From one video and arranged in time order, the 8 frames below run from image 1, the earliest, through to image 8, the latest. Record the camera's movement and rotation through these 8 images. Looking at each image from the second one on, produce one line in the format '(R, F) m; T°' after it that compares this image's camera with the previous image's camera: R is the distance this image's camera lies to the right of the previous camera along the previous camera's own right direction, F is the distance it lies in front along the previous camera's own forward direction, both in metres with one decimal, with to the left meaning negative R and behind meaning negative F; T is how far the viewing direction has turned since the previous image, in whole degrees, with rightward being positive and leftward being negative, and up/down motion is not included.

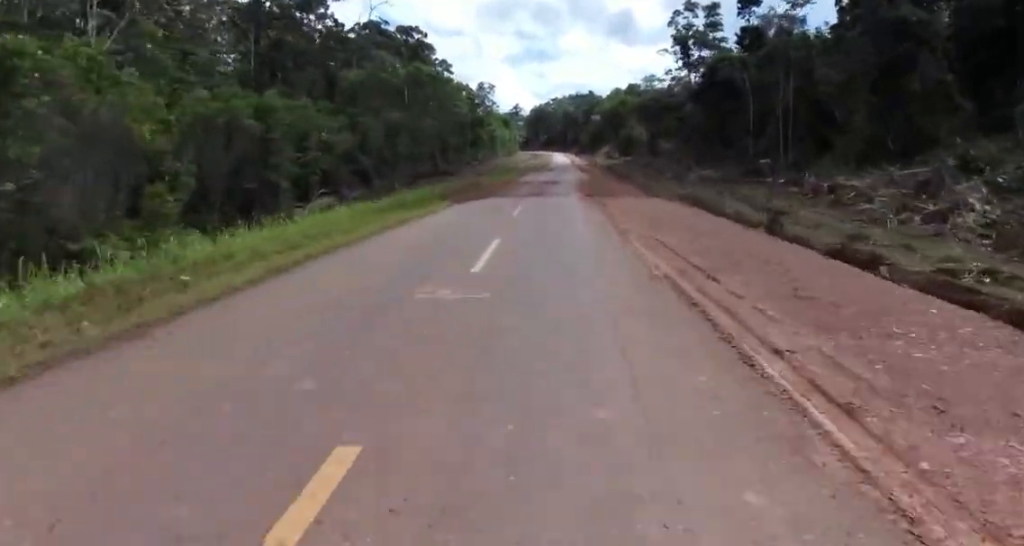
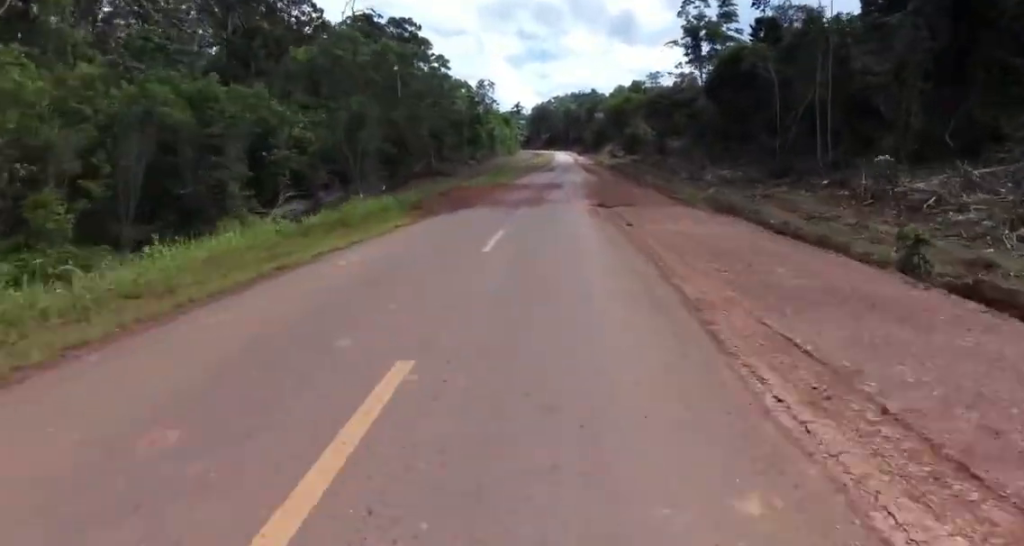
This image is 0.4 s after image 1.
(+0.5, +6.1) m; +1°
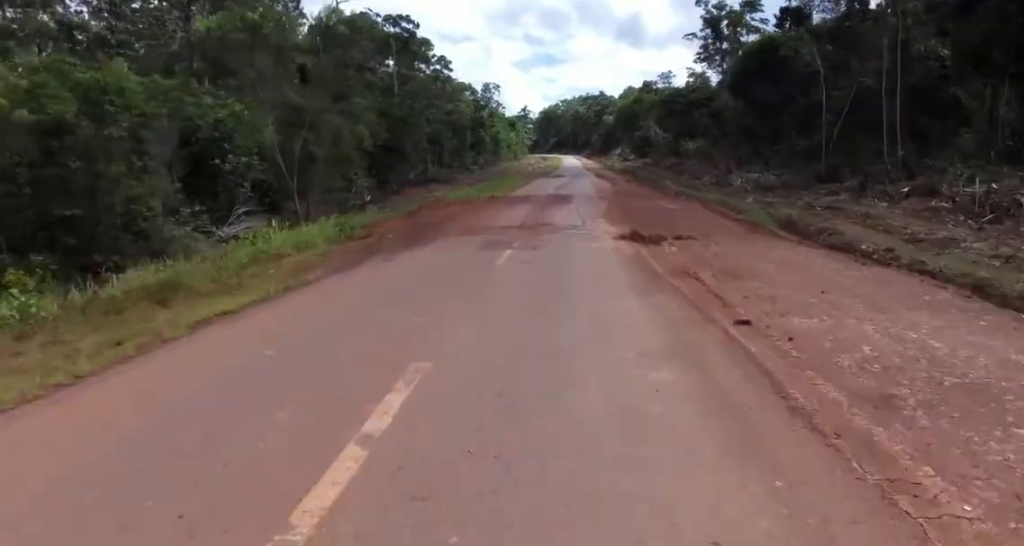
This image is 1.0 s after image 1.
(+0.4, +7.7) m; +1°
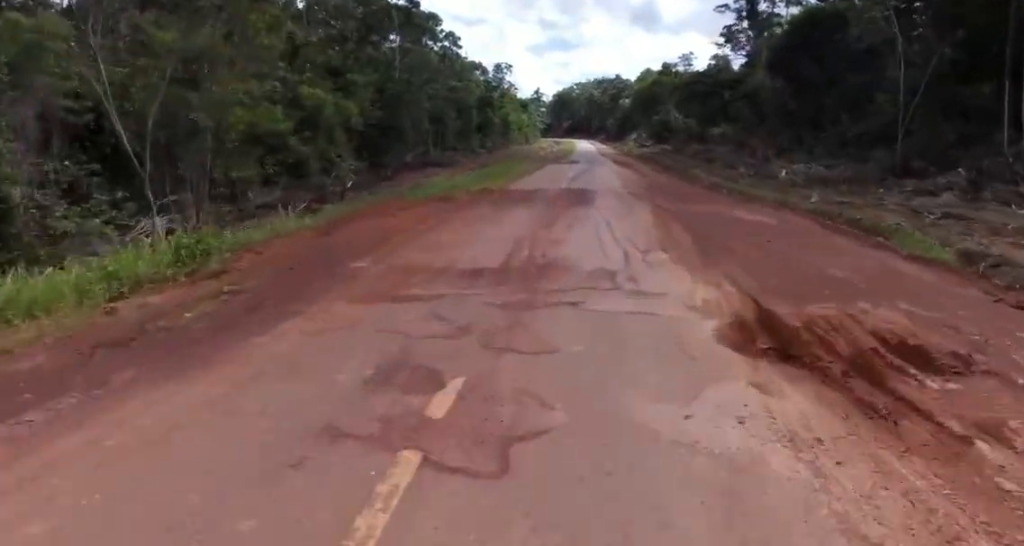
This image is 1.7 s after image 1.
(-0.6, +7.9) m; +2°
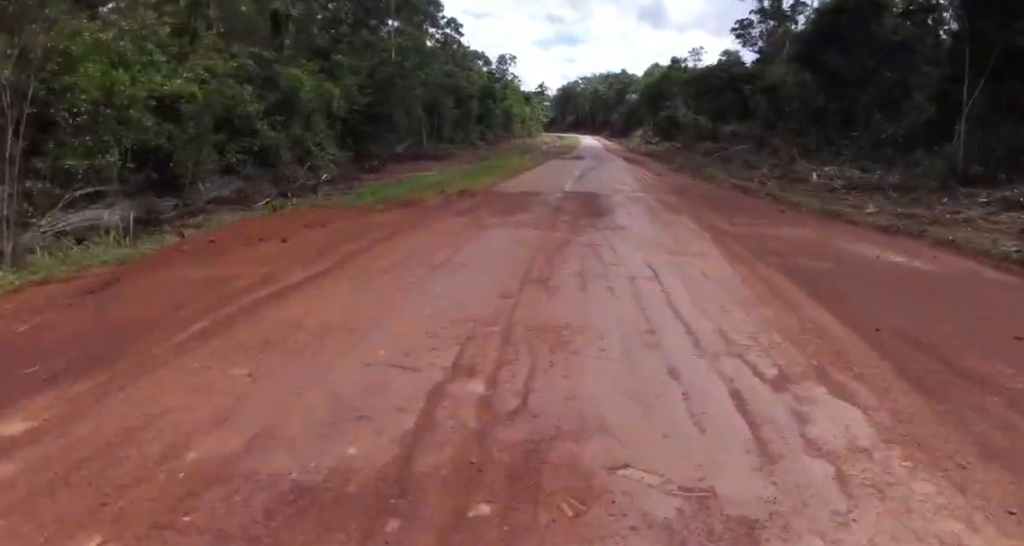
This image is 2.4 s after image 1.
(+0.3, +6.0) m; +2°
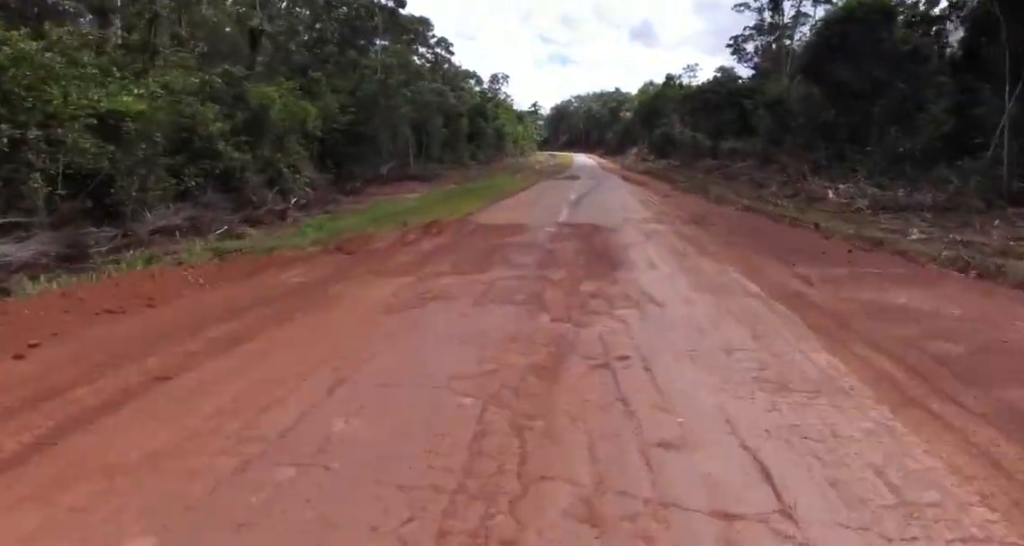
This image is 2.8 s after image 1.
(+0.5, +3.7) m; +1°
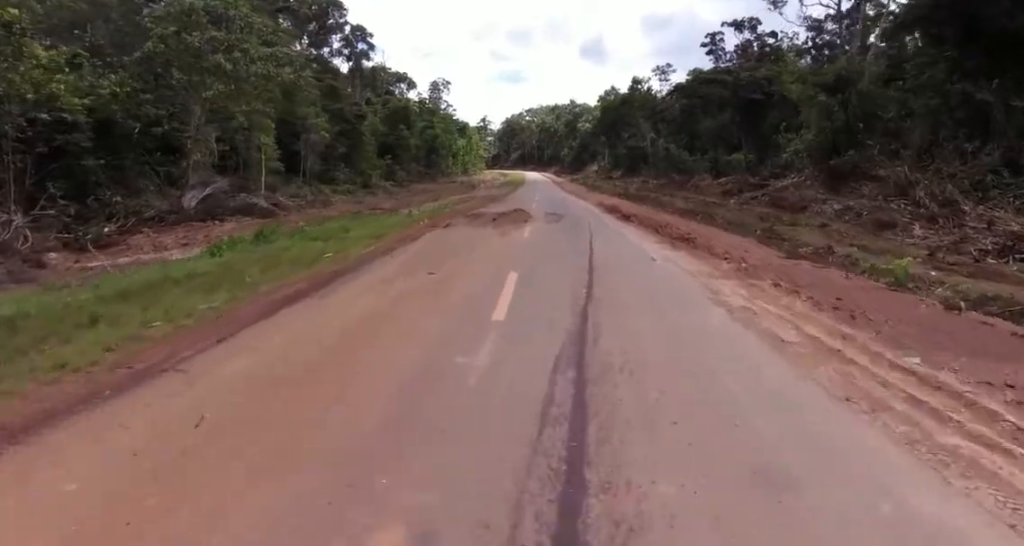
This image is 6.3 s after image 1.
(+1.1, +22.0) m; -1°
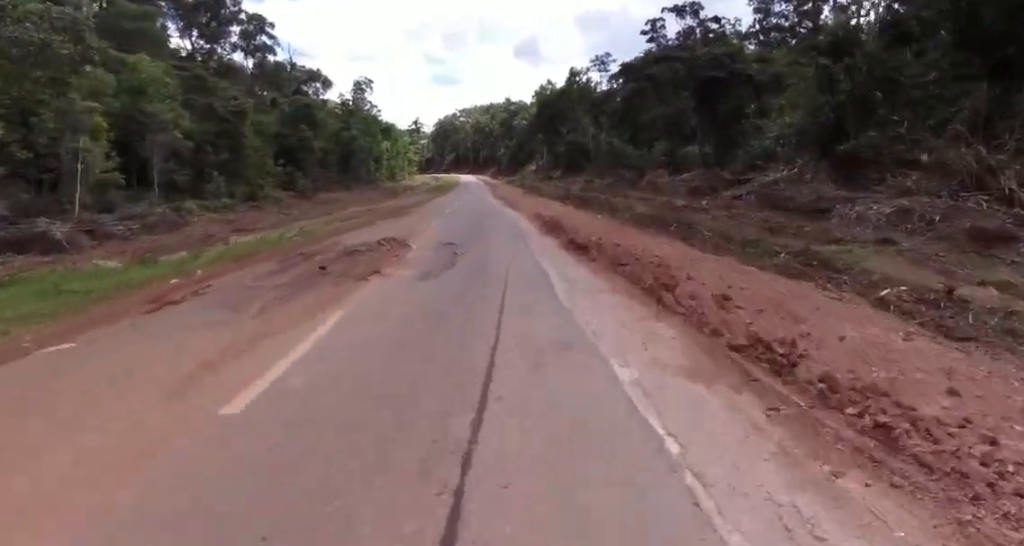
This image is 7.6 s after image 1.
(+0.2, +9.3) m; +7°
